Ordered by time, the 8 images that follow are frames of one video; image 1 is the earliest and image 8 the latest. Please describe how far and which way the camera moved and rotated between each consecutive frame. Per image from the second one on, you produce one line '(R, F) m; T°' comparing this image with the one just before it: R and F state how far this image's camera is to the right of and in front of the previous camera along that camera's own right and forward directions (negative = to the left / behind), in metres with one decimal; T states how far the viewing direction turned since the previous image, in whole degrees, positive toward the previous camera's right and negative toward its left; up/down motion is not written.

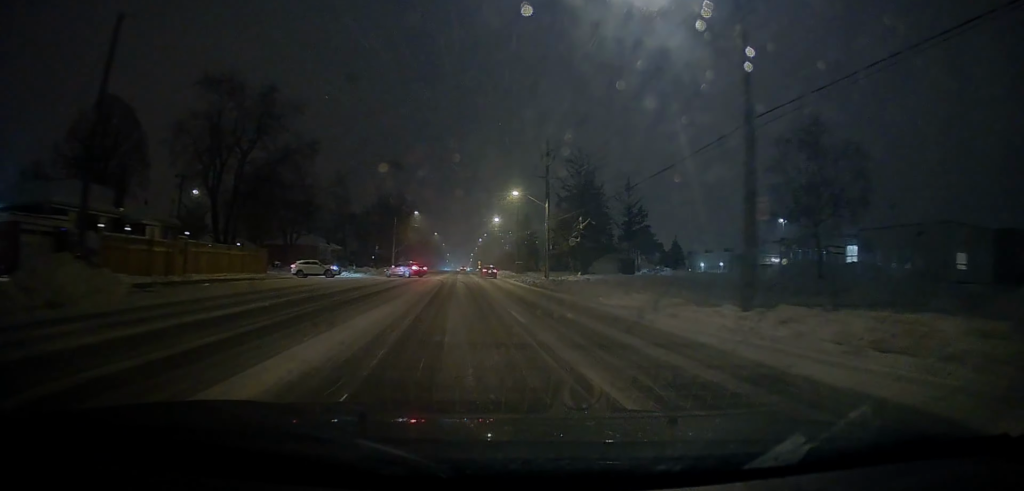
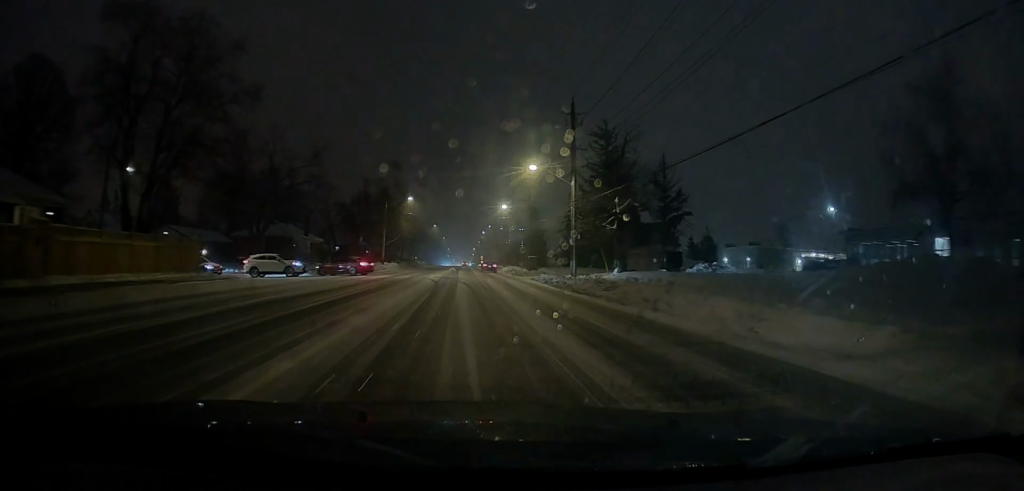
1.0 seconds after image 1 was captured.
(-0.1, +12.5) m; -1°
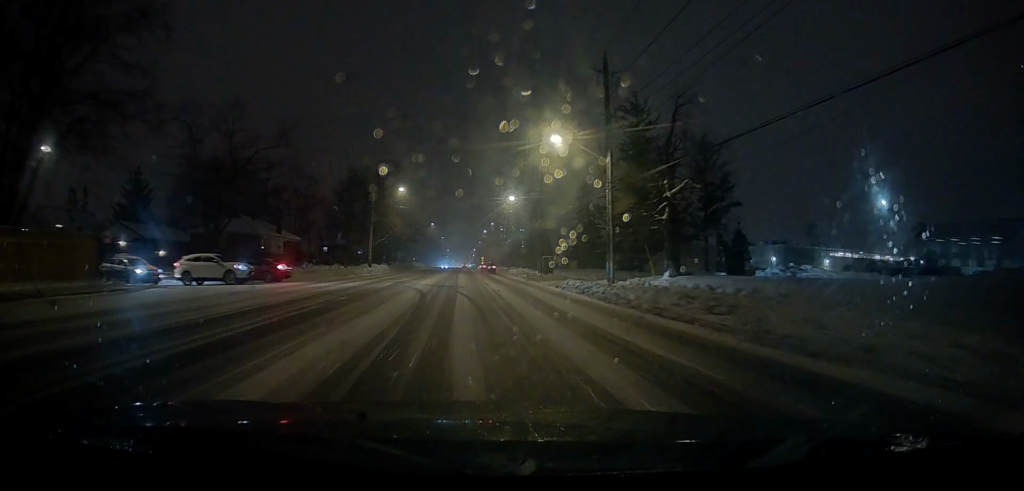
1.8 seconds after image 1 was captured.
(-0.1, +10.7) m; -1°
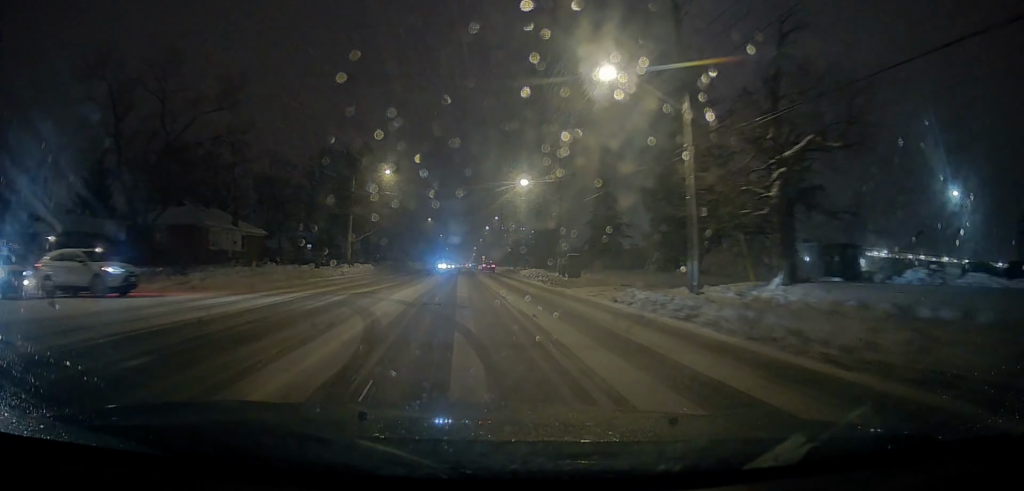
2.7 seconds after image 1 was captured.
(0.0, +11.9) m; 0°
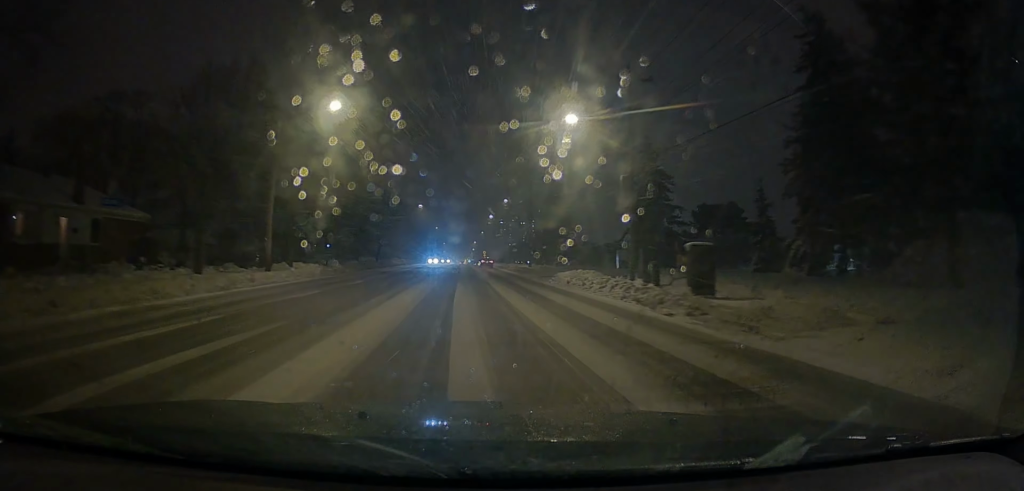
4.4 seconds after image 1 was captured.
(+0.6, +21.7) m; +2°
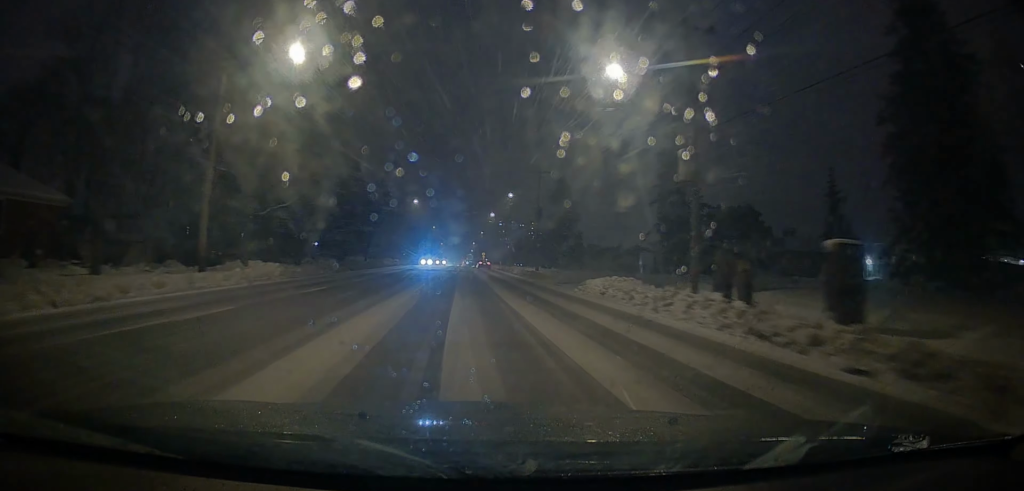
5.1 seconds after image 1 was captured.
(-0.1, +8.3) m; -1°
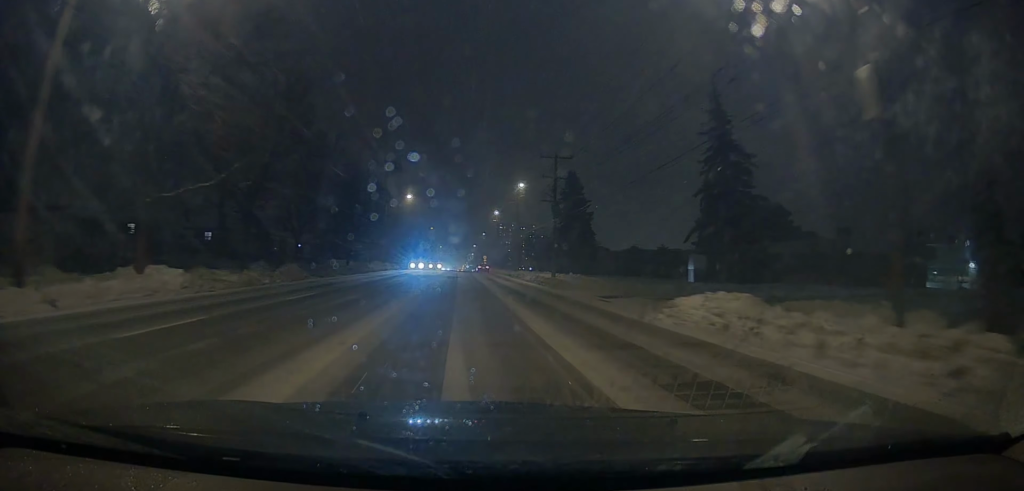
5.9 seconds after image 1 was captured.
(0.0, +11.3) m; -1°
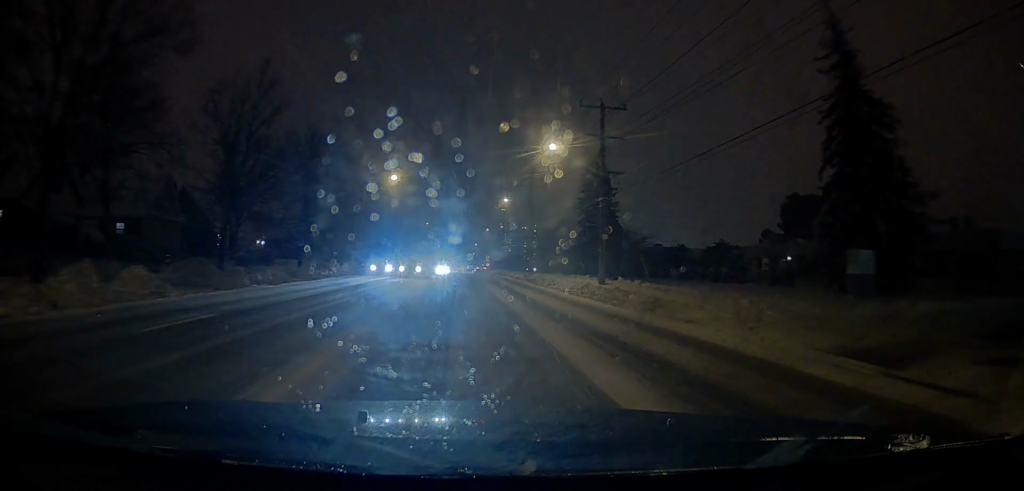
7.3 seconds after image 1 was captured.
(-0.1, +18.5) m; 0°
